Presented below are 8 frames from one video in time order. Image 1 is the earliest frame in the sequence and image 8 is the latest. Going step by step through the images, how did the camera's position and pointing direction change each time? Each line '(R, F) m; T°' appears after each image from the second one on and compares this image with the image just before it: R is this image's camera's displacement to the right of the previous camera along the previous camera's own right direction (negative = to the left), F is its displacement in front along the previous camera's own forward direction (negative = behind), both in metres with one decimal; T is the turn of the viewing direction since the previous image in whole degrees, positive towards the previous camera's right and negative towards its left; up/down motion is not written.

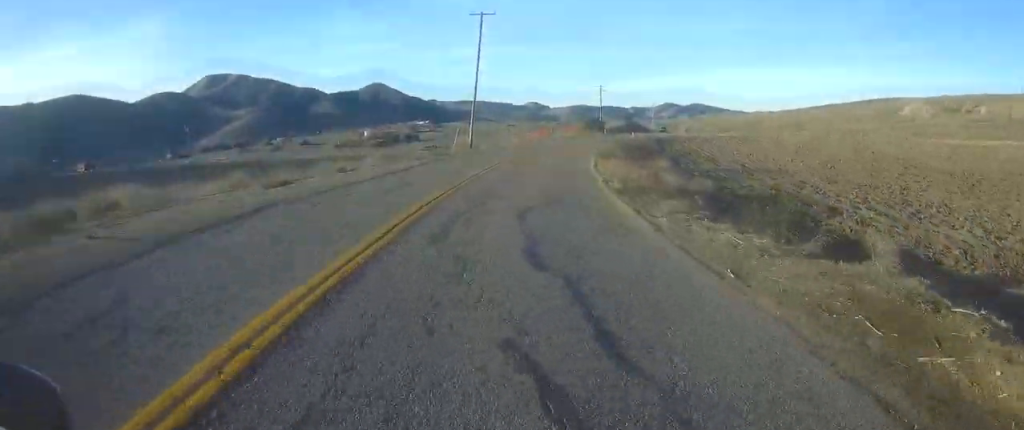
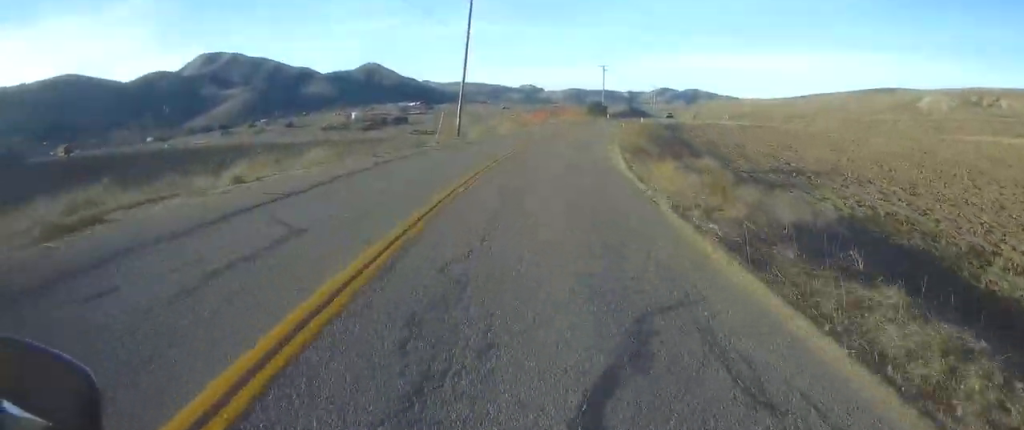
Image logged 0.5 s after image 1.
(0.0, +9.2) m; 0°
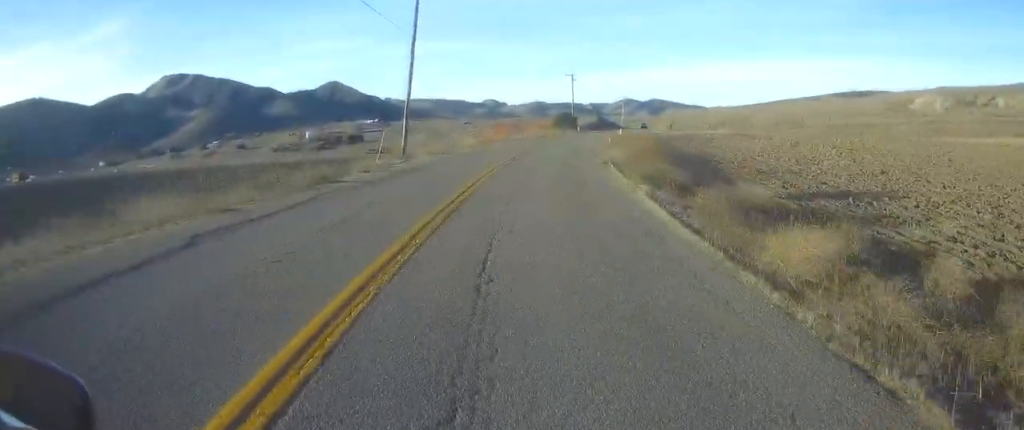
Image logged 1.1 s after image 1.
(0.0, +9.5) m; +5°
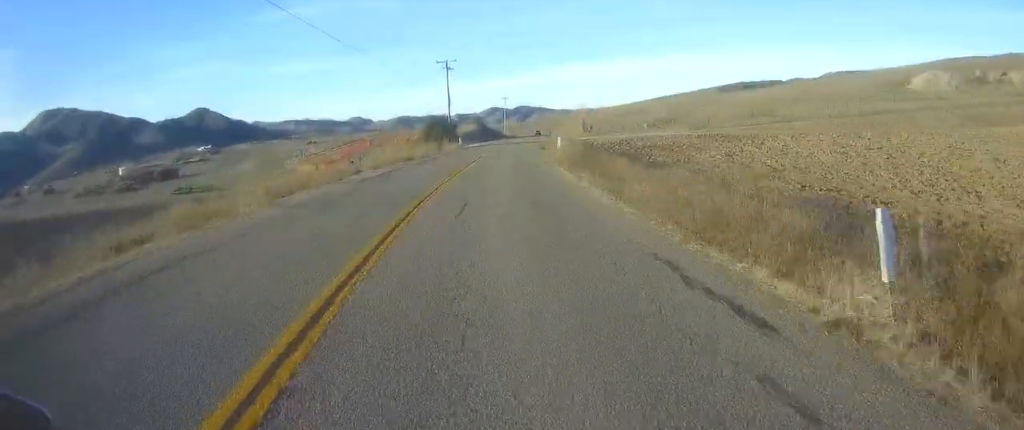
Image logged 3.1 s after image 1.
(+4.3, +37.8) m; +5°
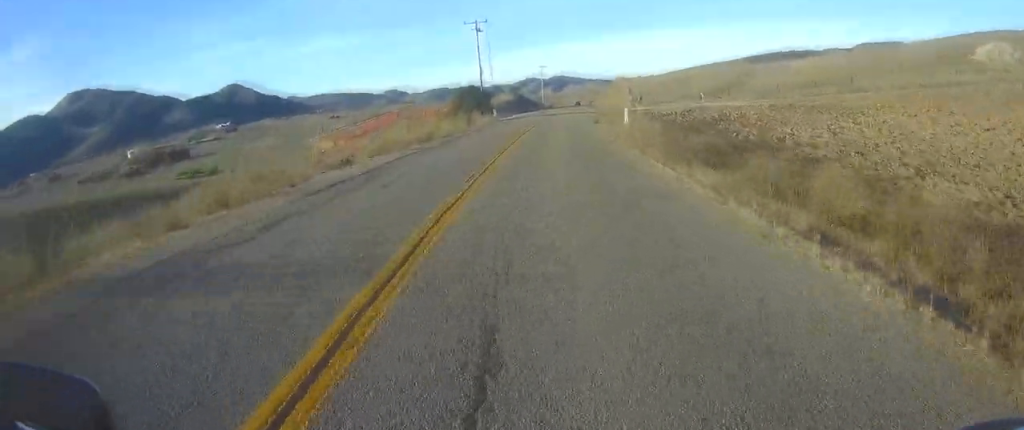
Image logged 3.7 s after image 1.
(-0.4, +10.3) m; -1°
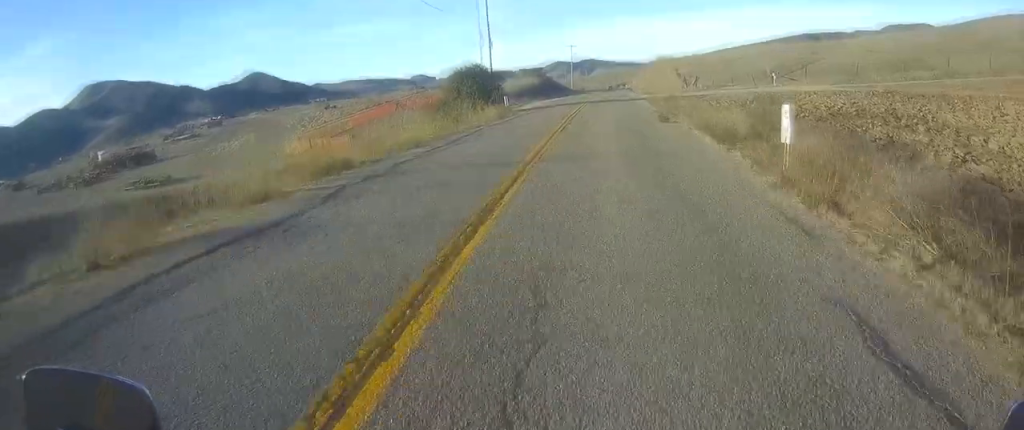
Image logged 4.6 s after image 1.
(-0.1, +17.3) m; +6°
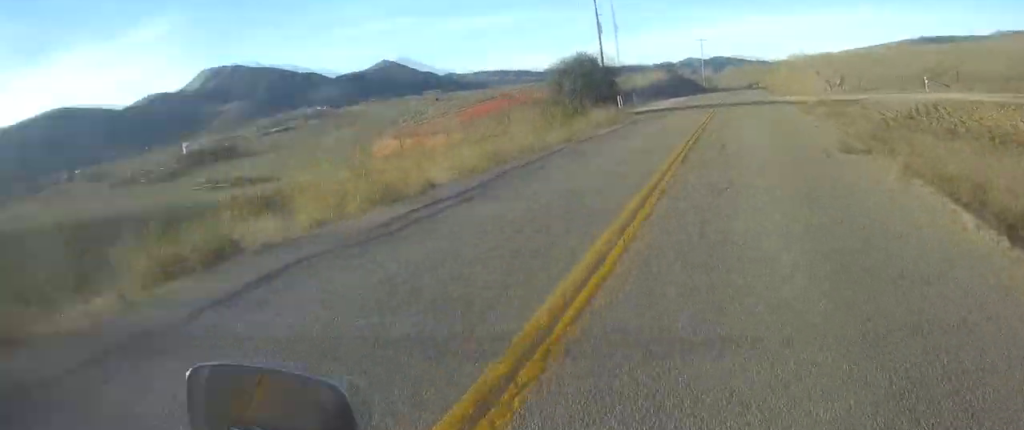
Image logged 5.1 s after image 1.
(+1.0, +9.7) m; +4°
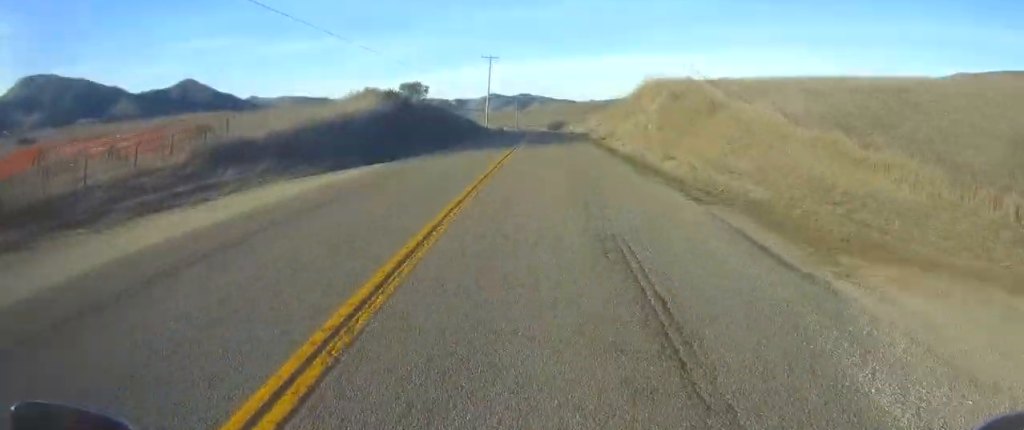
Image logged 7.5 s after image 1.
(+2.7, +48.4) m; +2°
